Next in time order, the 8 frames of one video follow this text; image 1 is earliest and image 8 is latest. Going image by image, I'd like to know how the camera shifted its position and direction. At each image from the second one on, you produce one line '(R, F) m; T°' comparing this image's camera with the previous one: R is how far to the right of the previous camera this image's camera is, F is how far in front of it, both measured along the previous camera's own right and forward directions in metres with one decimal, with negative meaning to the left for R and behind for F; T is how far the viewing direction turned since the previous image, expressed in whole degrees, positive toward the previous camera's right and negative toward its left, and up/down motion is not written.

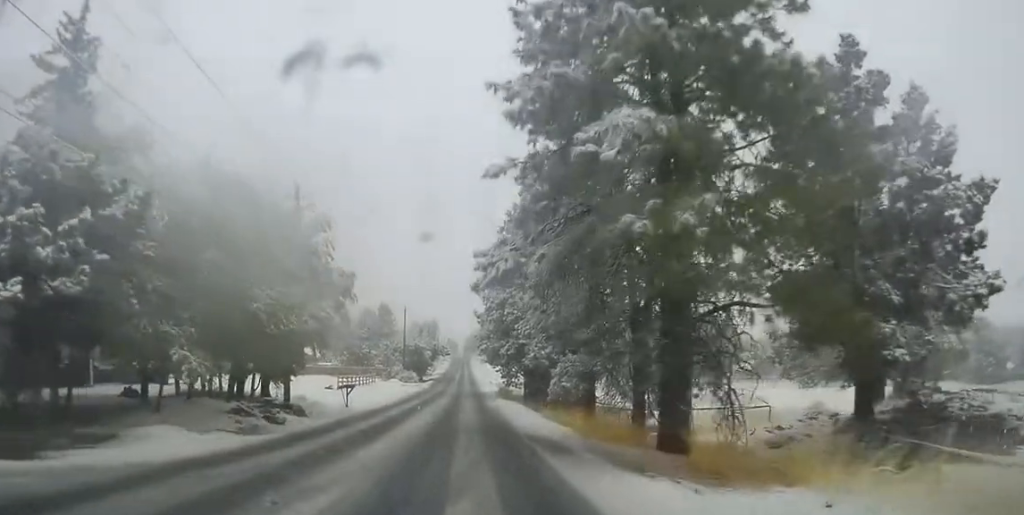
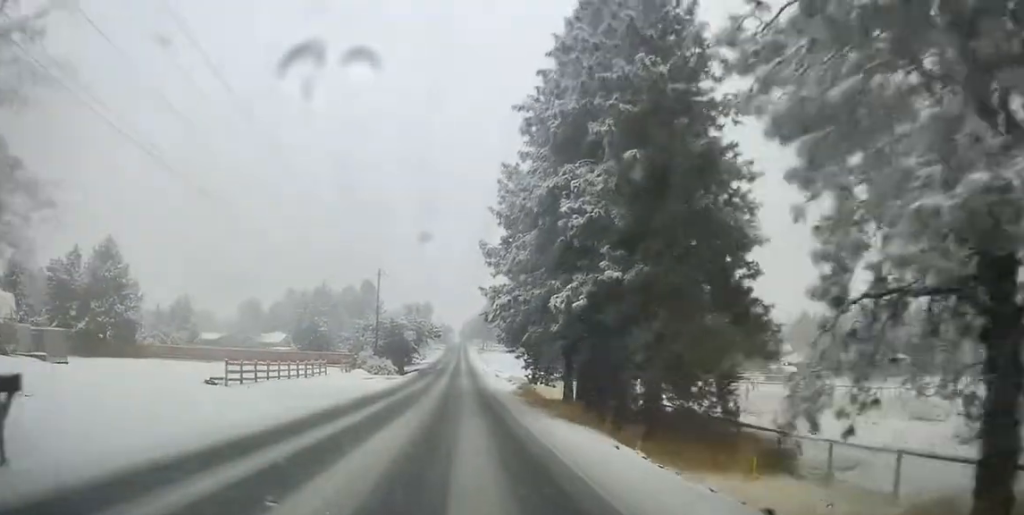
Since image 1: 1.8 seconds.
(0.0, +27.7) m; 0°
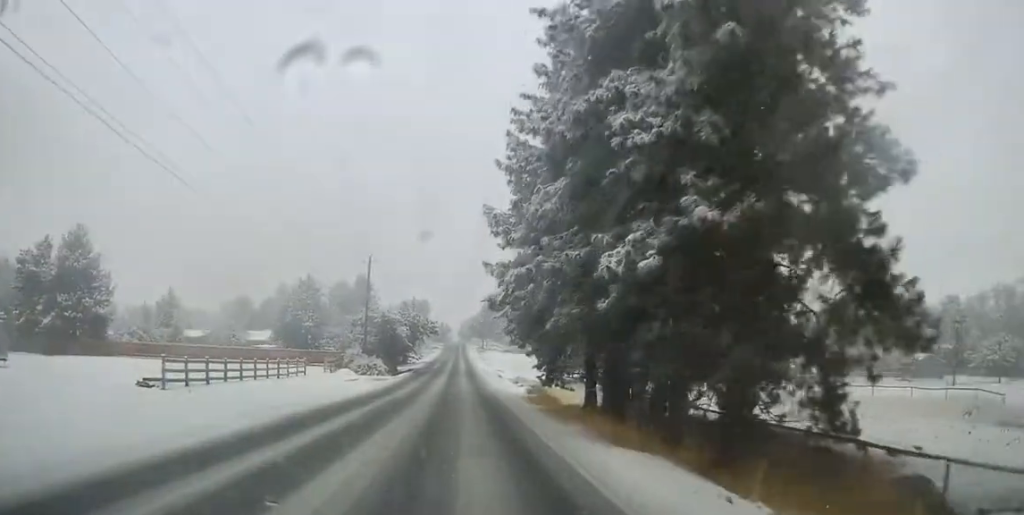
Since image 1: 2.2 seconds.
(0.0, +7.0) m; 0°
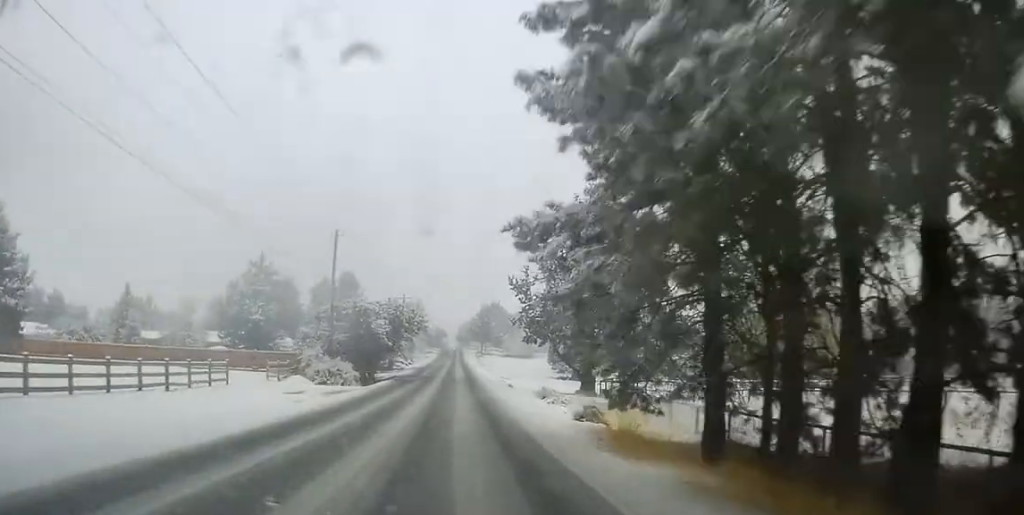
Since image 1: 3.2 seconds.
(0.0, +15.7) m; 0°
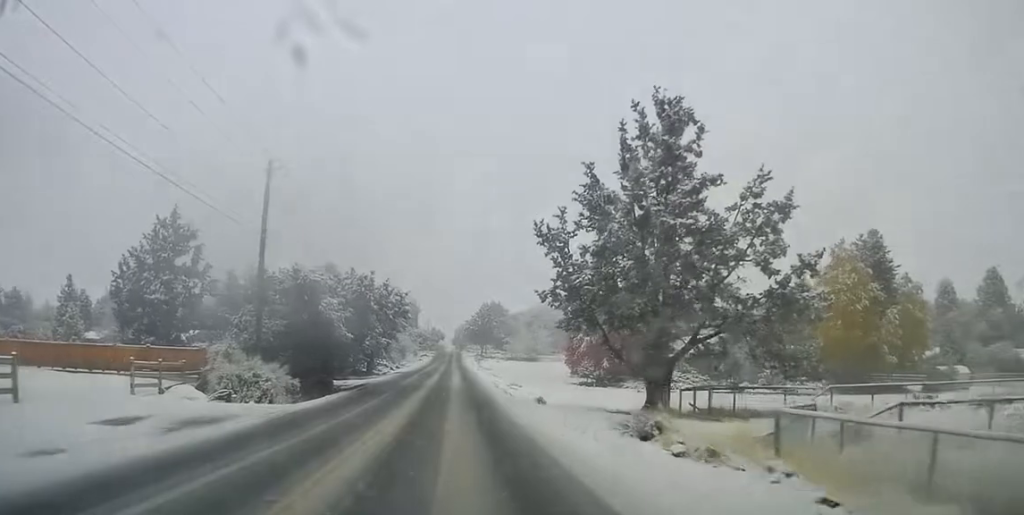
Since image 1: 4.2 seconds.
(0.0, +16.8) m; 0°
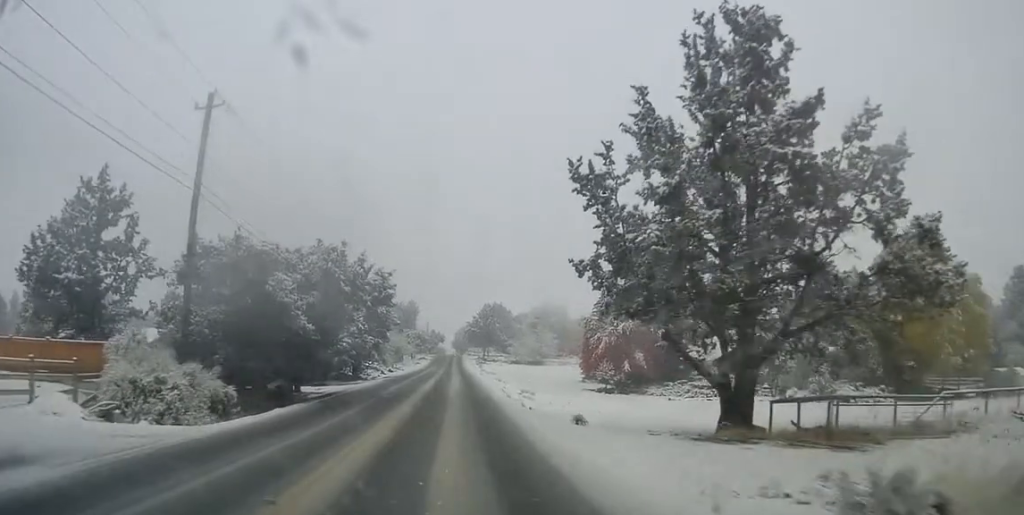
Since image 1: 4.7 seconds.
(0.0, +8.7) m; 0°
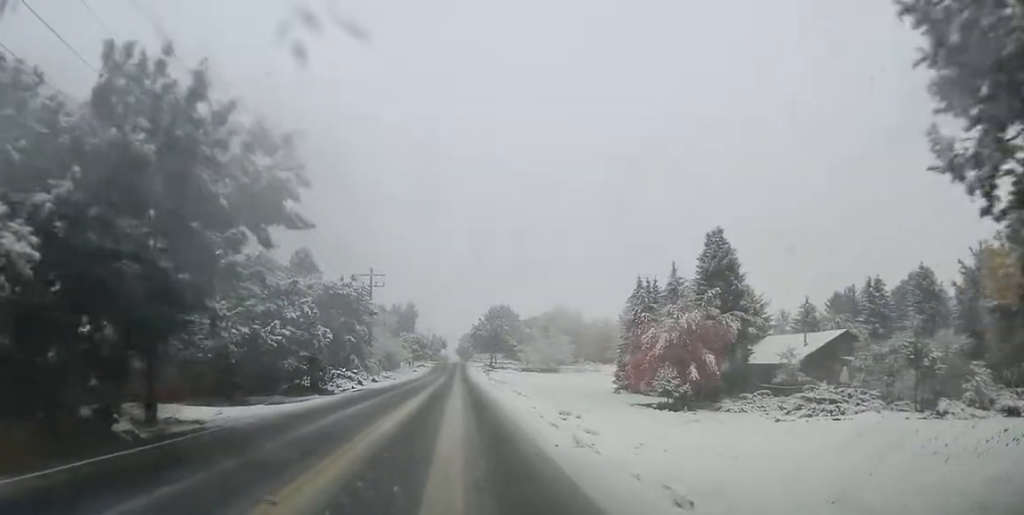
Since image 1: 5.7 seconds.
(0.0, +17.2) m; 0°
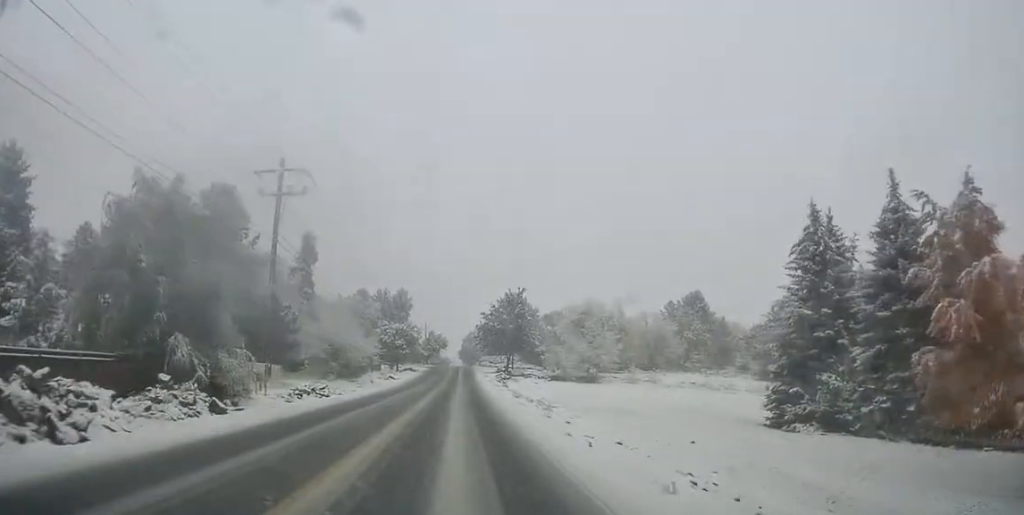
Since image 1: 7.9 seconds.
(-0.2, +39.2) m; -1°
